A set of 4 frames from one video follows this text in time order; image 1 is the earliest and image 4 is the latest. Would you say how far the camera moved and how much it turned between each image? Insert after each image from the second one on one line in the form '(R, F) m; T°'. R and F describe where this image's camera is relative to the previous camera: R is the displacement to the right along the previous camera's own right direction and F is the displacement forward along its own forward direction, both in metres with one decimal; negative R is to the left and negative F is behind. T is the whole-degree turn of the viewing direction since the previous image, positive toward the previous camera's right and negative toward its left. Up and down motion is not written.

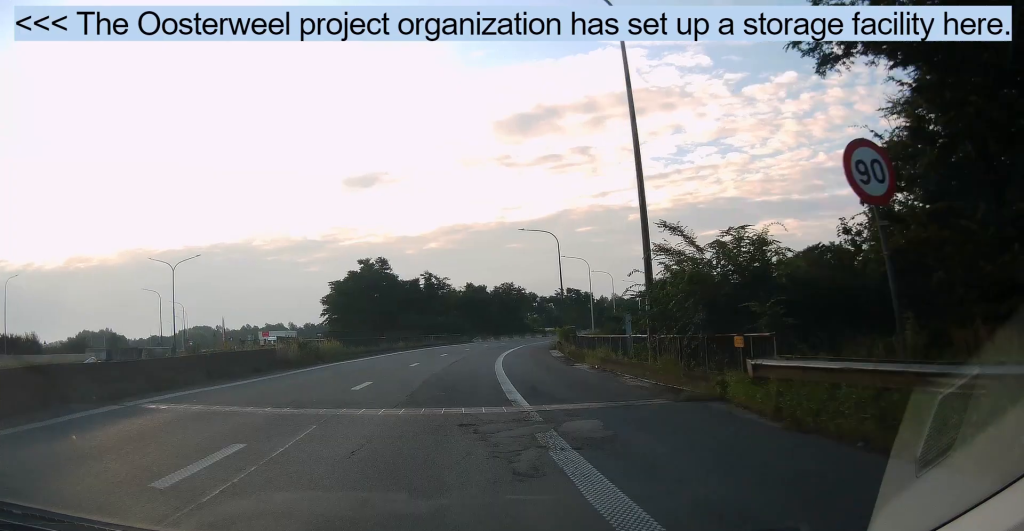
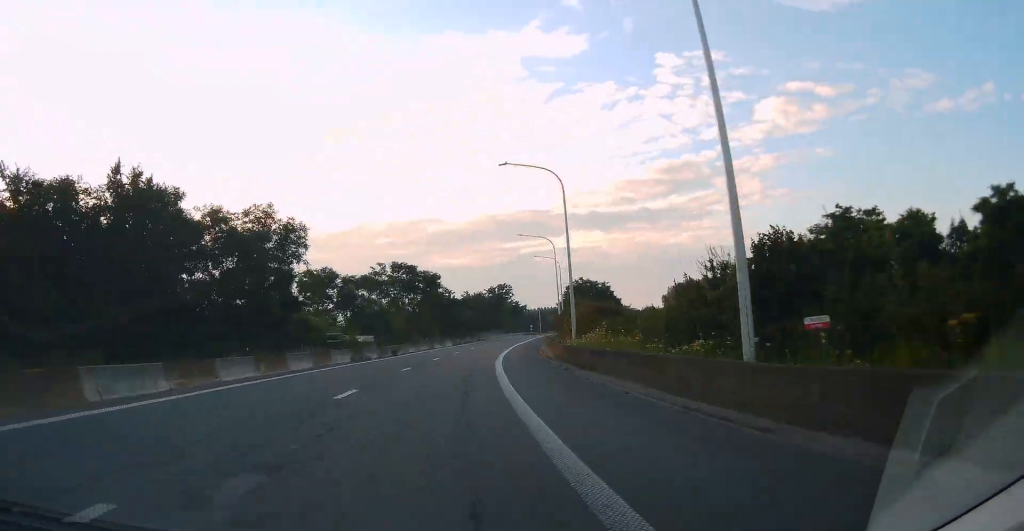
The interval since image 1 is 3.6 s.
(+8.6, +92.1) m; +14°
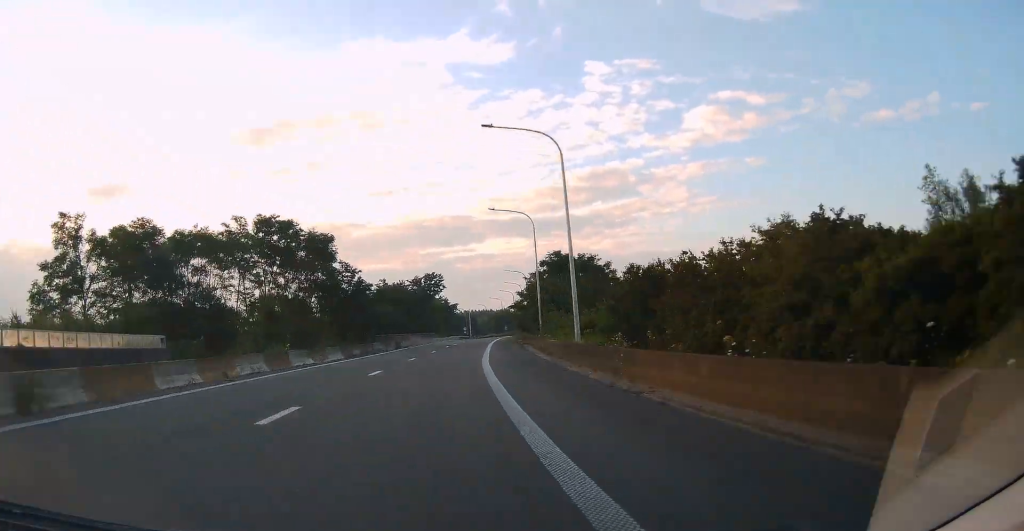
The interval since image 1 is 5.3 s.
(+3.1, +41.2) m; +8°
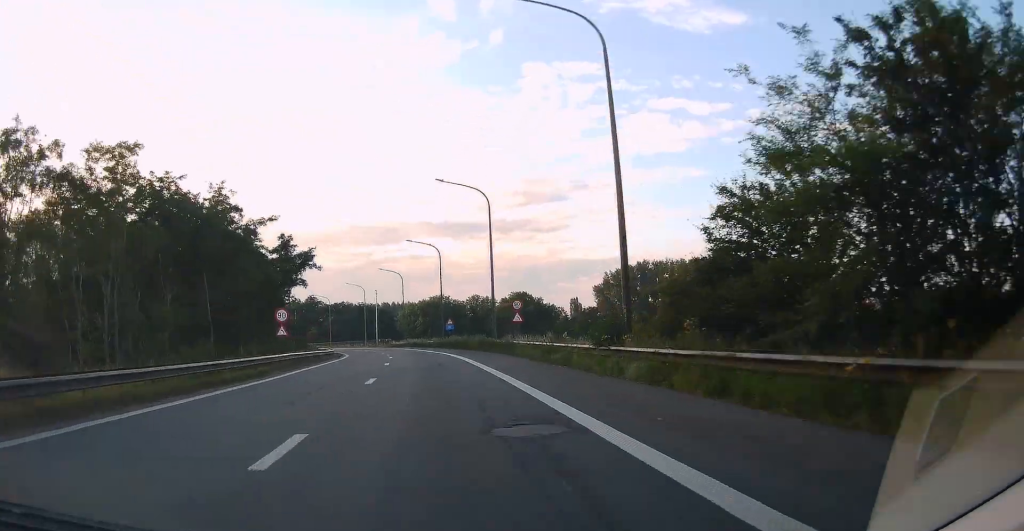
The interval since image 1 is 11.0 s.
(+20.3, +134.9) m; +12°
